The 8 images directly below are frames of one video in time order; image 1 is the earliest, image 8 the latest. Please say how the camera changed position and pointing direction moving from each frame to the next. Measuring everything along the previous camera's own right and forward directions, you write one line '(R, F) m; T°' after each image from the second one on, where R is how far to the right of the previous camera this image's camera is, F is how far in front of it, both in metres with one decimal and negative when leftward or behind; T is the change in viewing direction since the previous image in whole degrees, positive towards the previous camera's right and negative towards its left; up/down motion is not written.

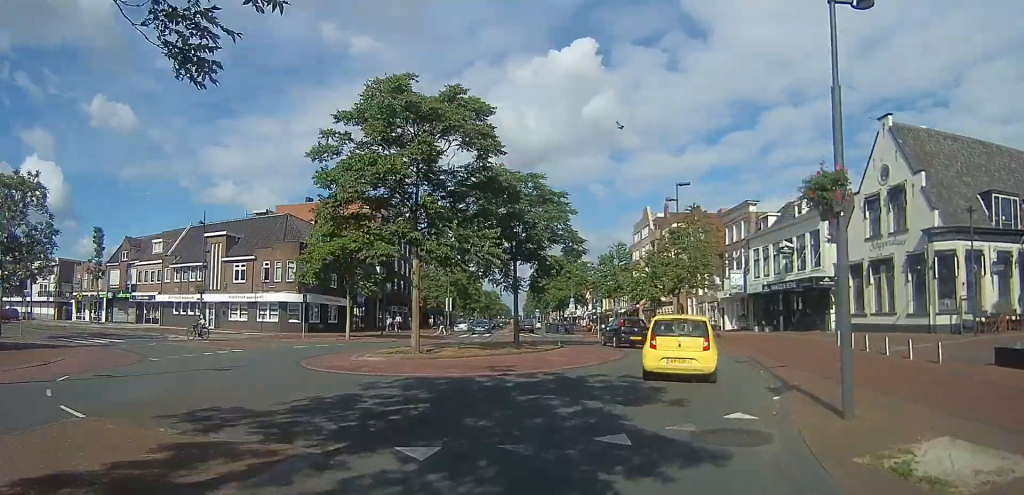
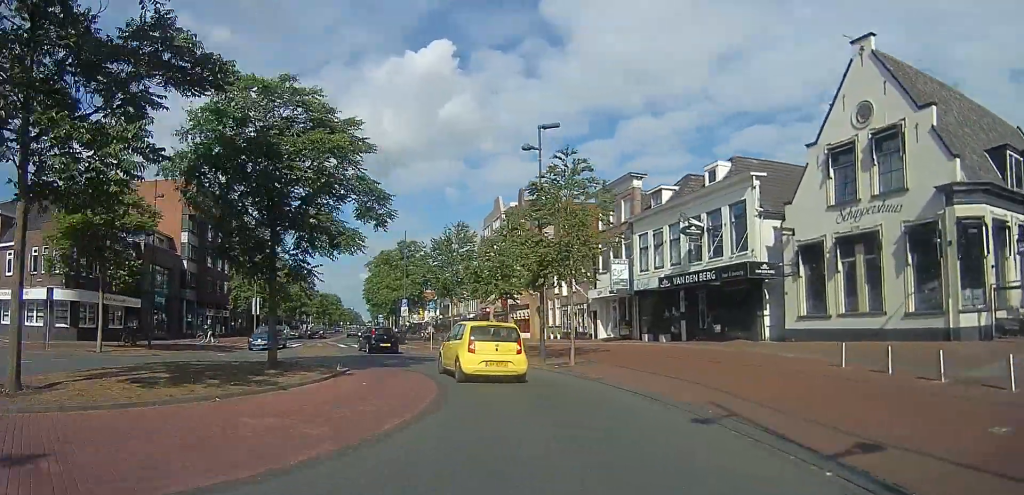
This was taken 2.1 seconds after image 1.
(0.0, +11.2) m; +14°
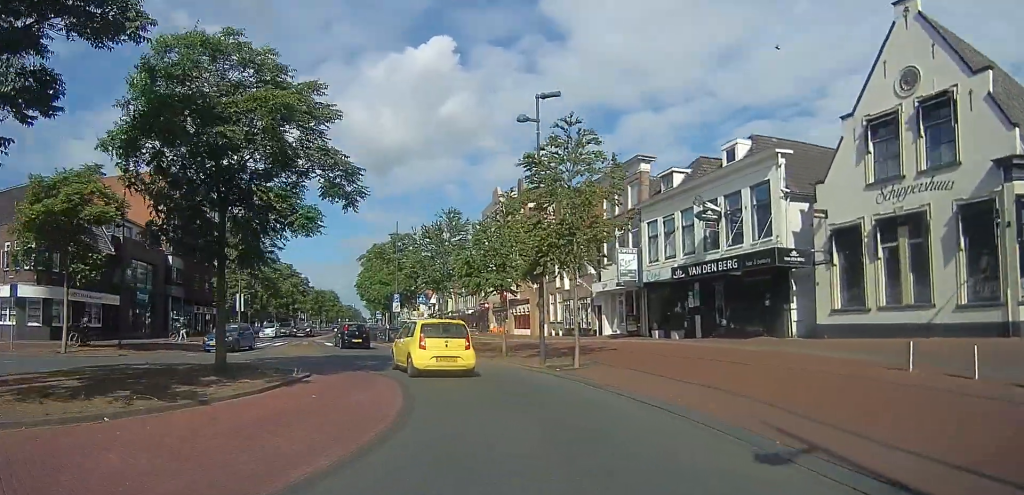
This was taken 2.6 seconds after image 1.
(+0.6, +2.9) m; +1°
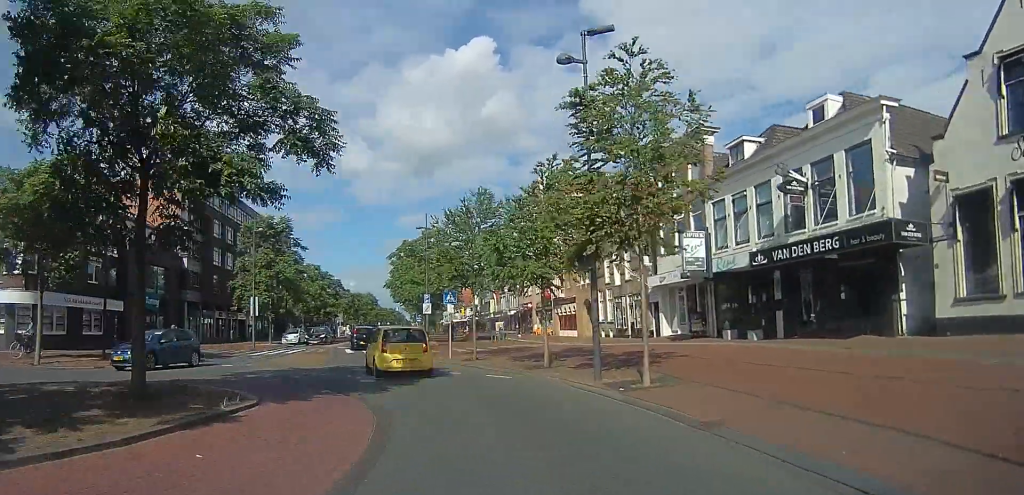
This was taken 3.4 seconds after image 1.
(+0.5, +4.5) m; -8°
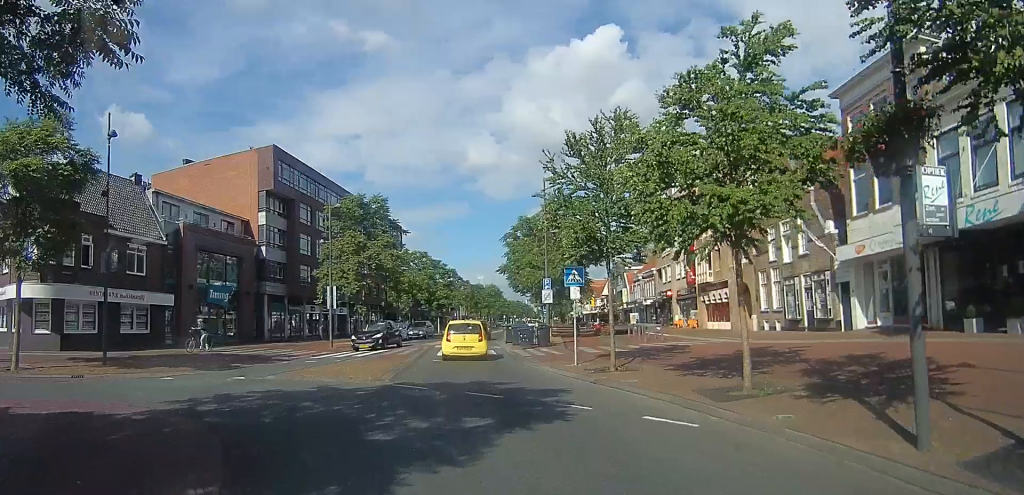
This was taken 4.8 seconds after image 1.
(-2.8, +6.5) m; -25°
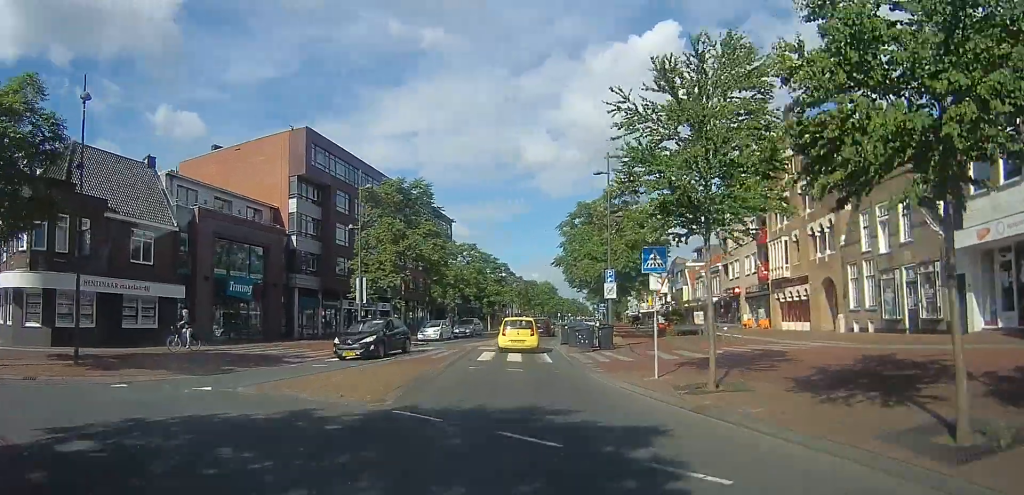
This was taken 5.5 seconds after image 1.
(+0.1, +3.7) m; +1°
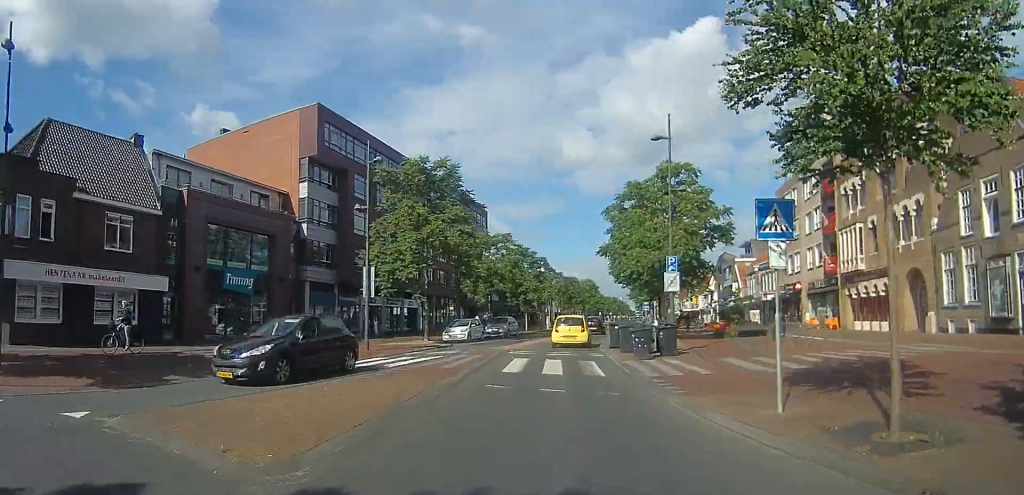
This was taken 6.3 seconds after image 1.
(+0.5, +4.1) m; +2°
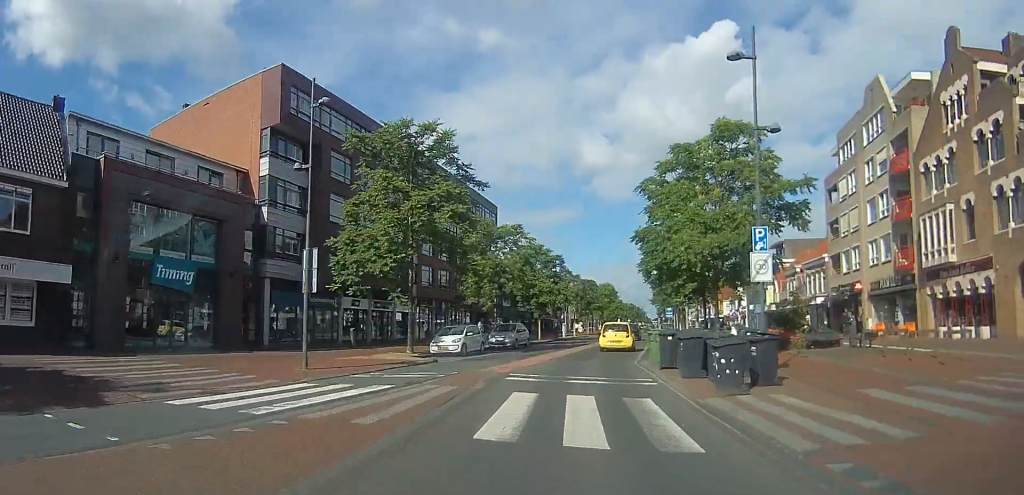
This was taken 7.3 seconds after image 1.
(-0.5, +6.6) m; +4°
